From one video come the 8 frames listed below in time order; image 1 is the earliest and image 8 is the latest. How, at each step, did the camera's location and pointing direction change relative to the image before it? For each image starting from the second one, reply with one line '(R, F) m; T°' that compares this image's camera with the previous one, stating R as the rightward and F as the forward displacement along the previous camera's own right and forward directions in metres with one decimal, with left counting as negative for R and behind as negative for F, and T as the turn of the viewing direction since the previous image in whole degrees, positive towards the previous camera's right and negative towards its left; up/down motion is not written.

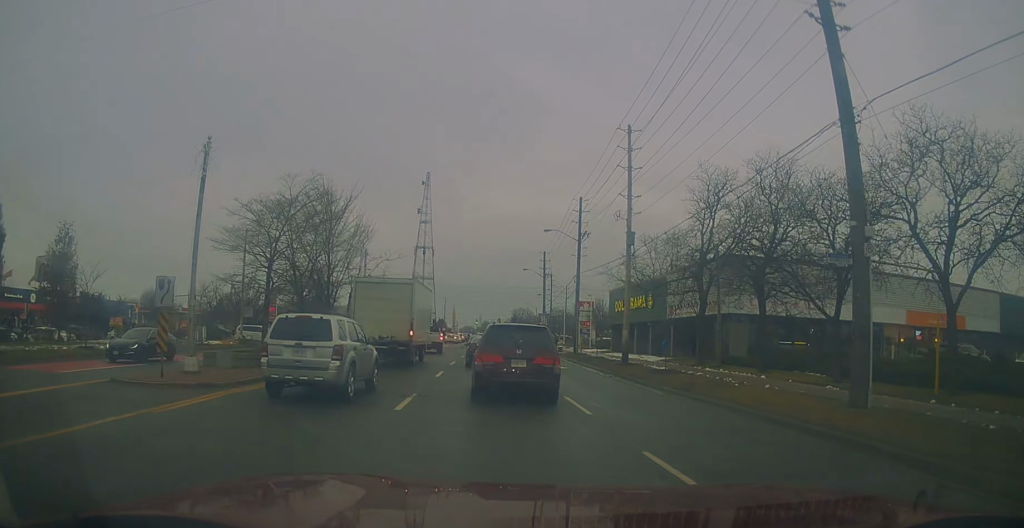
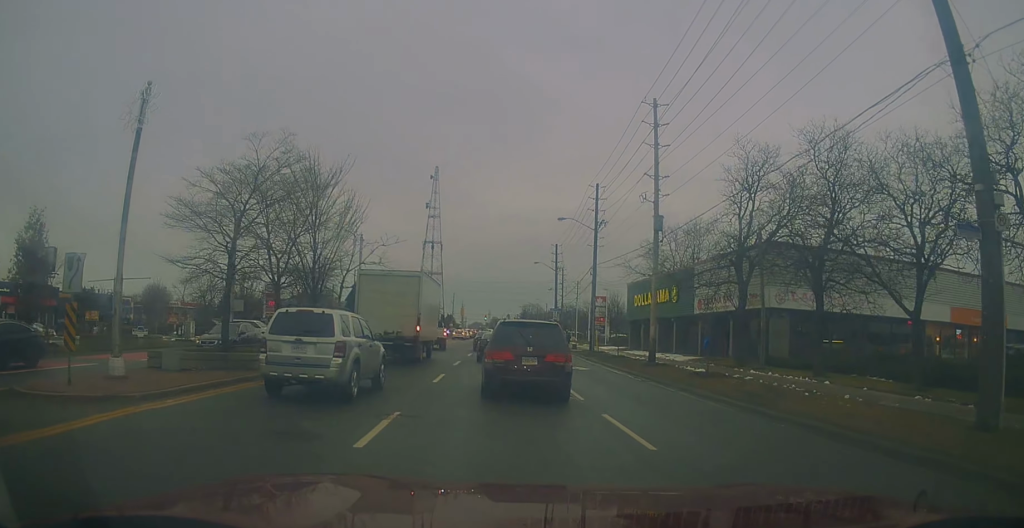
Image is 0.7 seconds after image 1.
(-0.3, +3.4) m; 0°
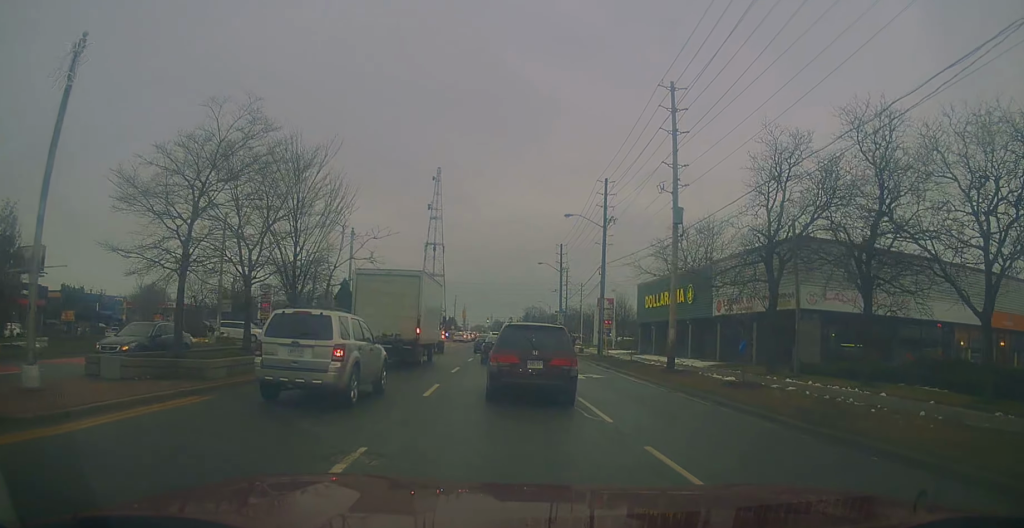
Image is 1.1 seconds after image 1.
(+0.2, +2.9) m; -1°
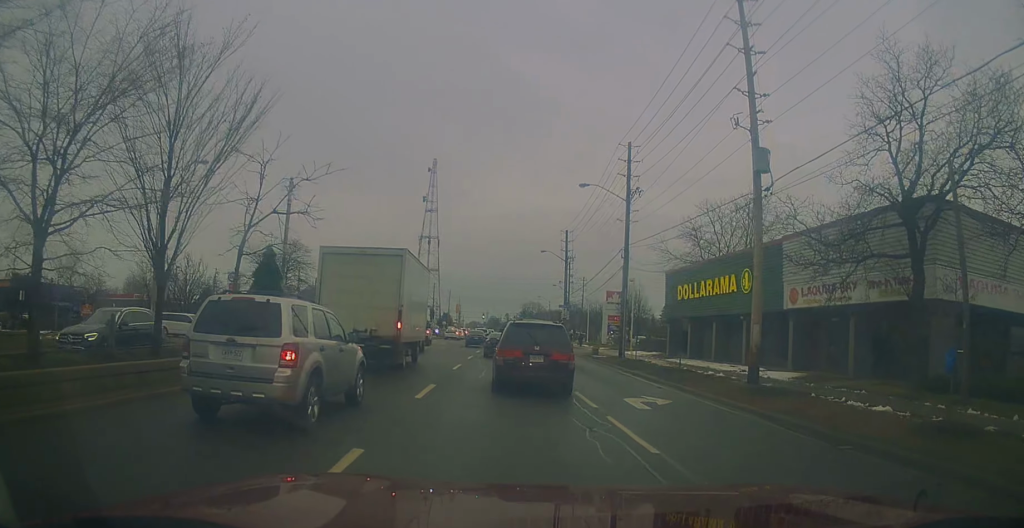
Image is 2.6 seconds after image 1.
(-0.5, +9.4) m; -5°
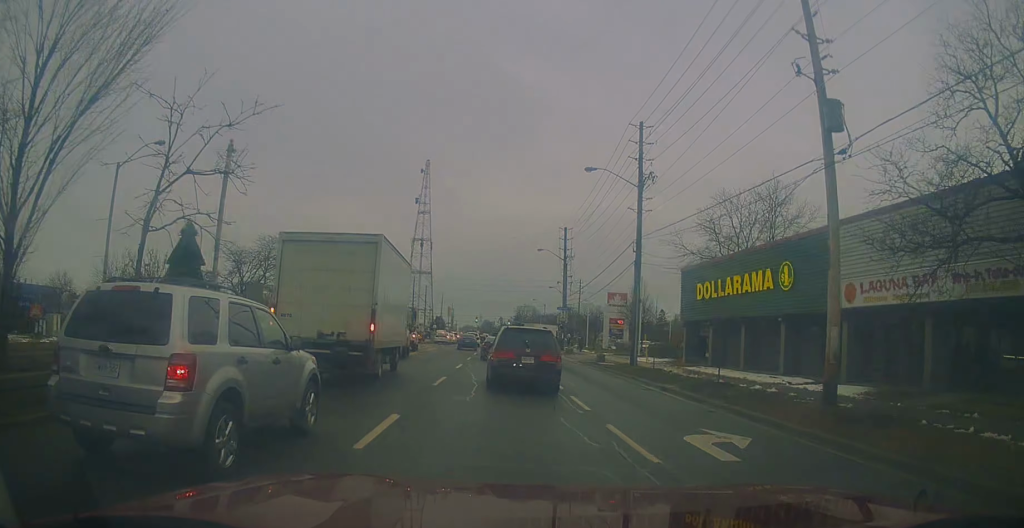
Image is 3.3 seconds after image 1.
(+0.2, +5.1) m; +3°
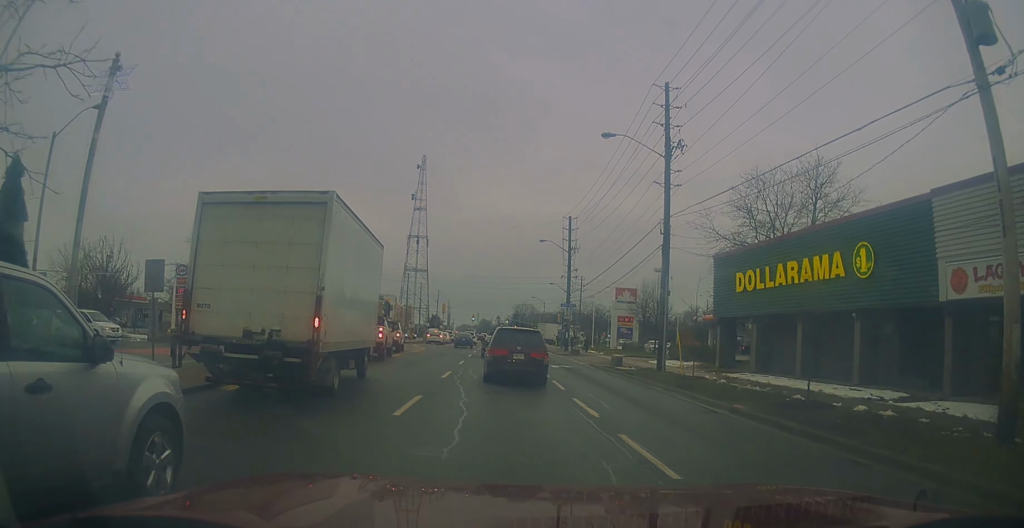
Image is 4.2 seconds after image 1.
(+0.2, +6.2) m; +1°
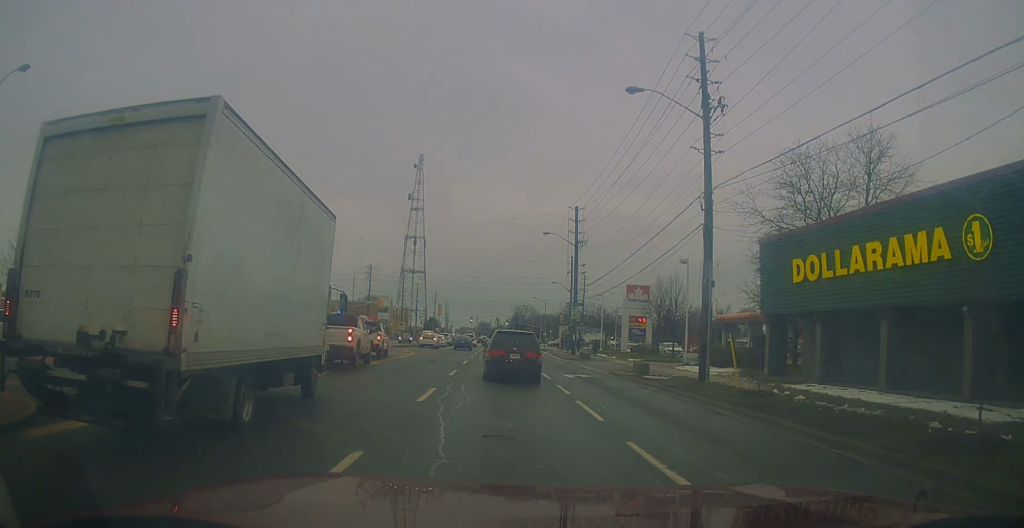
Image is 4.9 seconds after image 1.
(0.0, +6.0) m; 0°
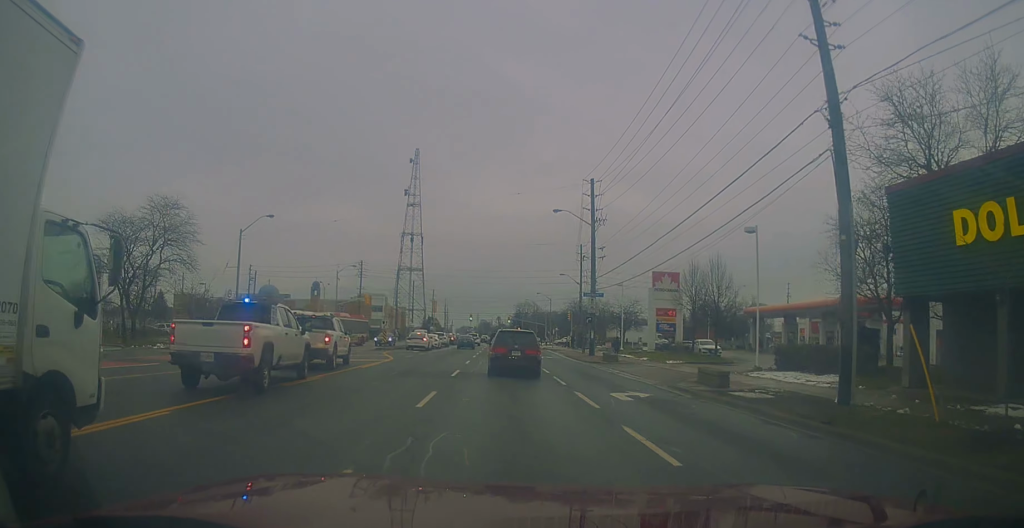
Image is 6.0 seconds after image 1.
(-0.1, +9.8) m; +1°
